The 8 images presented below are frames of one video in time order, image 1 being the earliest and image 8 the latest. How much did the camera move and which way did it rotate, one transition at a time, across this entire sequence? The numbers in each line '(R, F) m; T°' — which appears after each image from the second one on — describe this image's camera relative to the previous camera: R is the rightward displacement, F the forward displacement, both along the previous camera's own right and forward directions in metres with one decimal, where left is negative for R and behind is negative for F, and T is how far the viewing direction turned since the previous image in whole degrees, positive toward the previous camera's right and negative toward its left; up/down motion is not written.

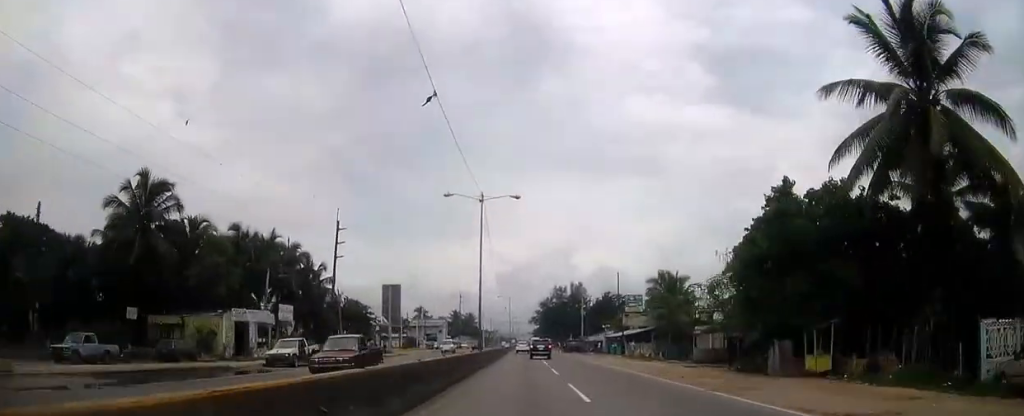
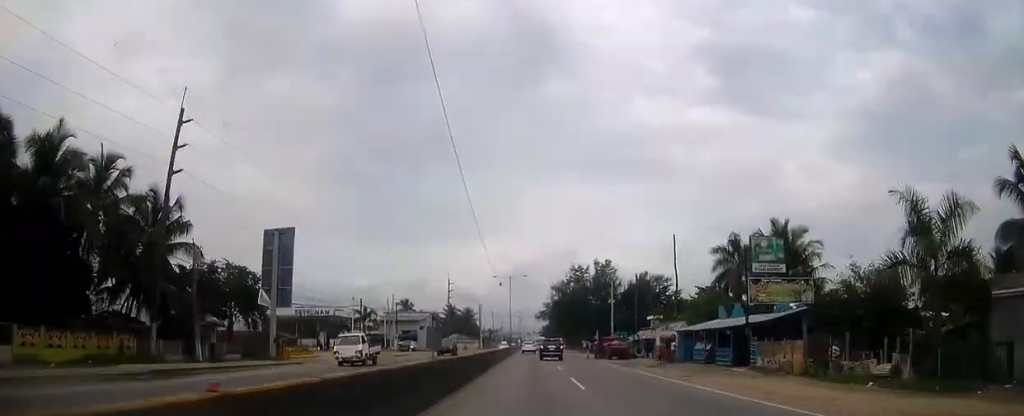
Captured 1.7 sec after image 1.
(0.0, +35.8) m; 0°
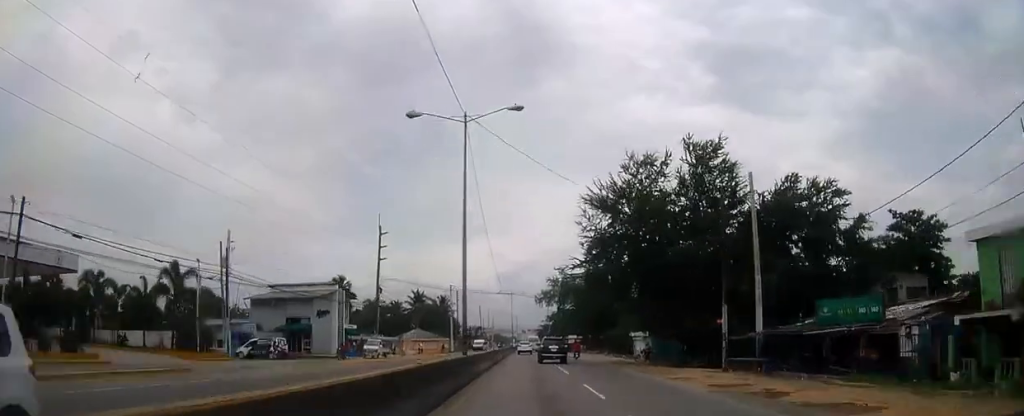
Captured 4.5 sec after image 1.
(+0.1, +57.5) m; 0°
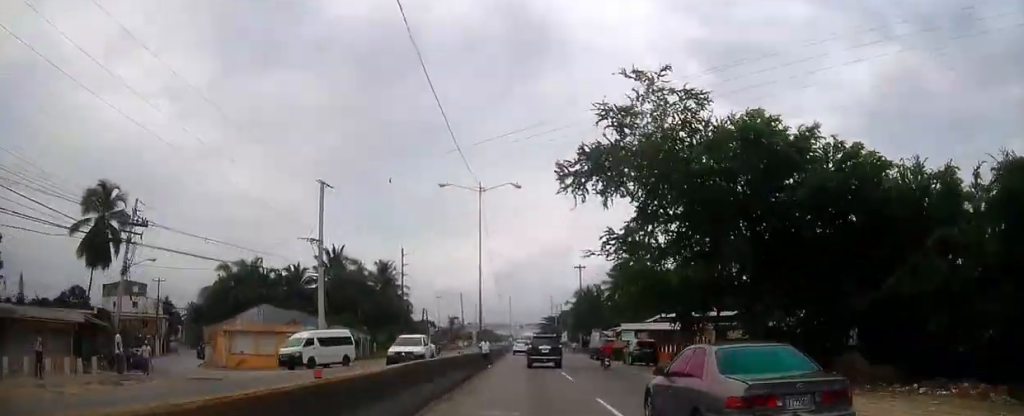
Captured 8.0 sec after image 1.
(0.0, +69.0) m; 0°
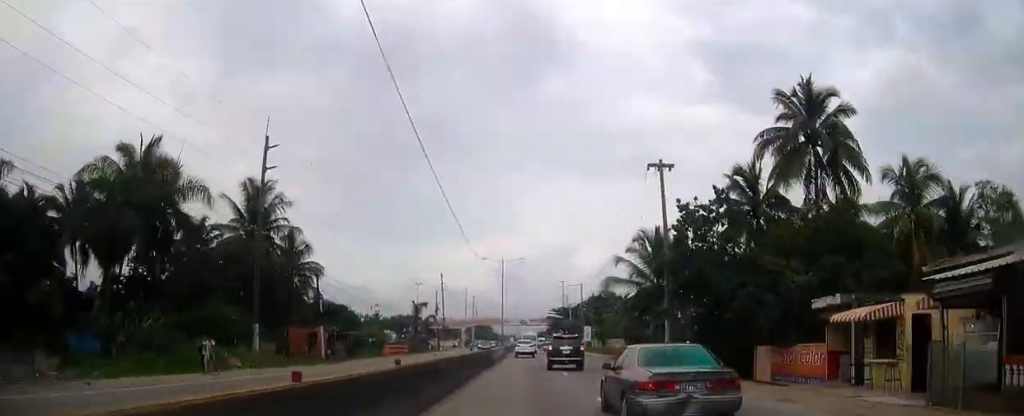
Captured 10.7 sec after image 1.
(+0.1, +50.7) m; 0°
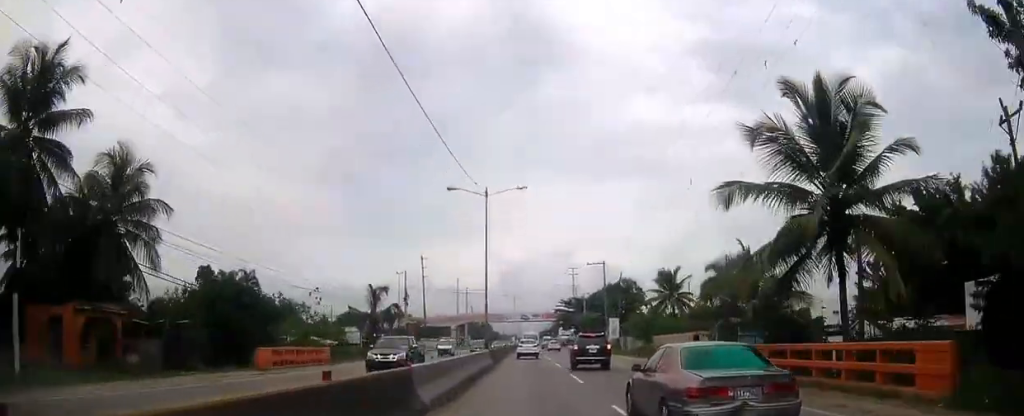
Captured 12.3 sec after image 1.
(-0.1, +28.2) m; 0°
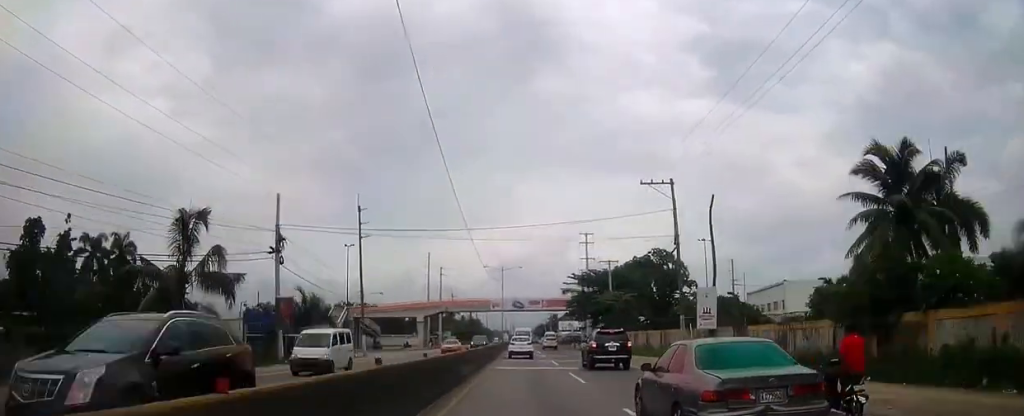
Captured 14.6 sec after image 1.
(0.0, +39.3) m; 0°
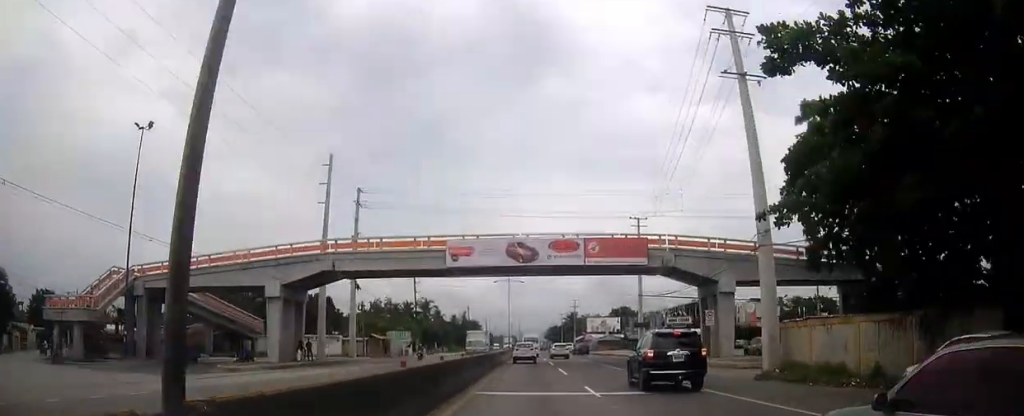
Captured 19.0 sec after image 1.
(-0.1, +70.5) m; 0°
